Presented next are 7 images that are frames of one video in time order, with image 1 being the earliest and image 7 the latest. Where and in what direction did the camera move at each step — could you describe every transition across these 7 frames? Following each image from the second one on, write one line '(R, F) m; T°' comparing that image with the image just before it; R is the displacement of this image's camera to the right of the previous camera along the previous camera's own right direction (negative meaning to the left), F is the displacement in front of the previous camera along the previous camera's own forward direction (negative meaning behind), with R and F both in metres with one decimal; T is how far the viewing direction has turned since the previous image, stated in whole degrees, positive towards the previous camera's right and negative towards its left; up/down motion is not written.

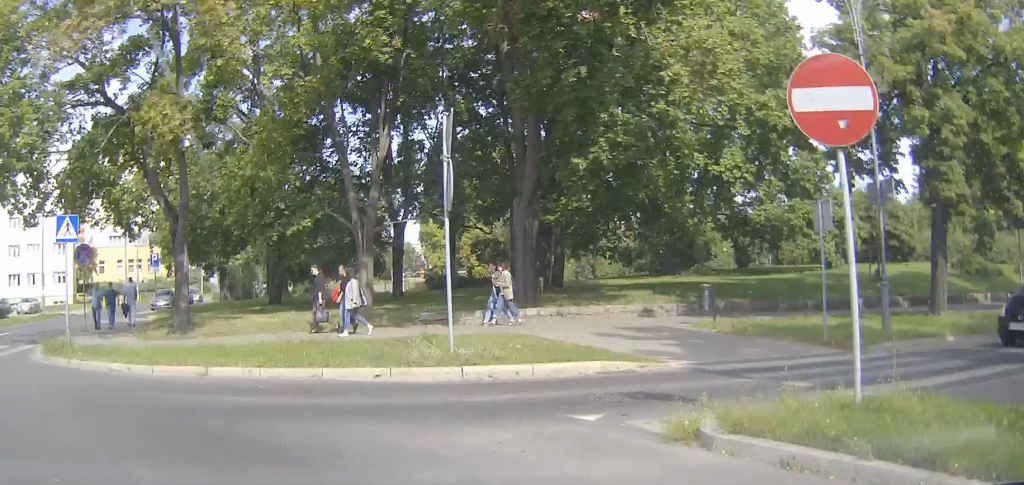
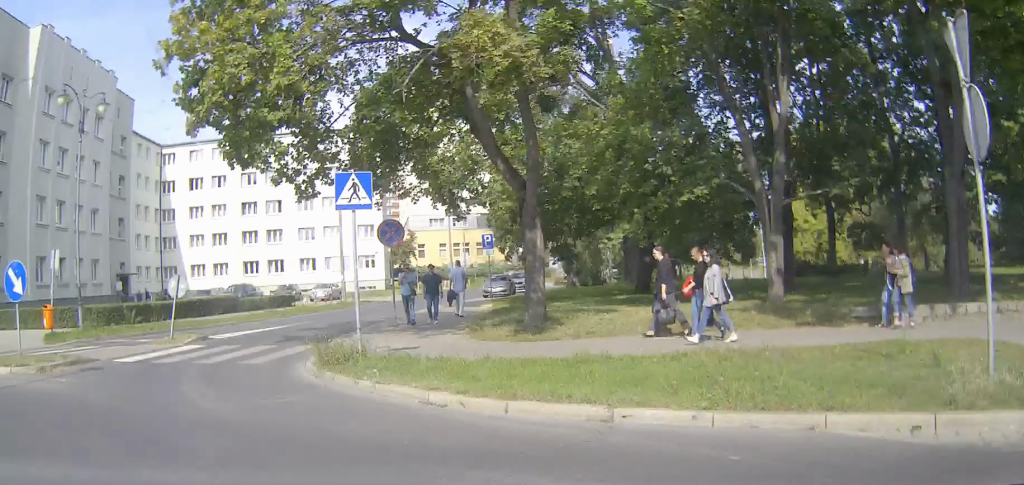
(-0.6, +4.6) m; -20°
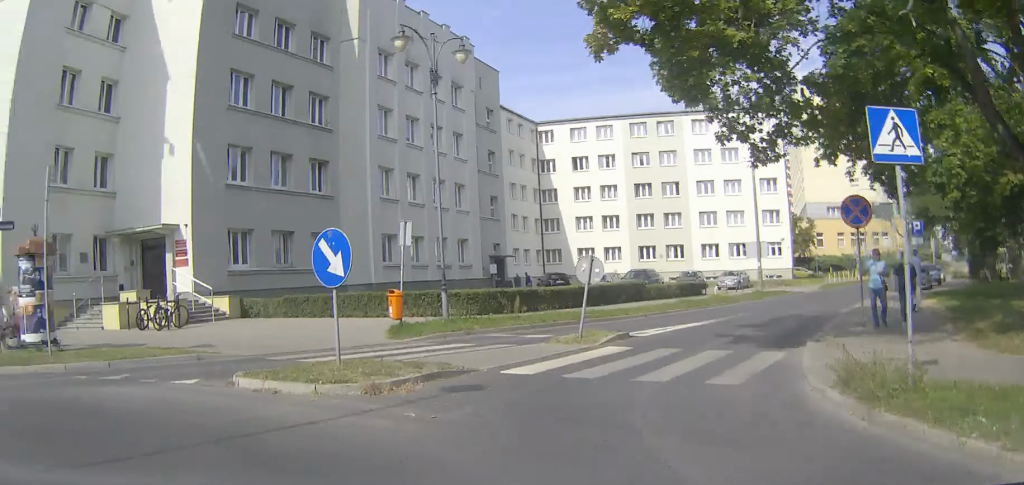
(-0.8, +4.2) m; -24°
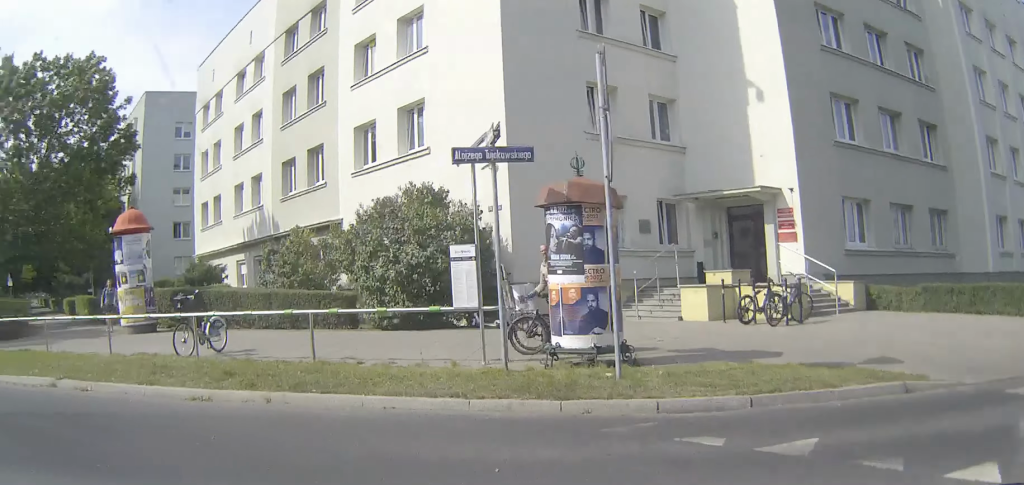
(-2.0, +5.9) m; -36°
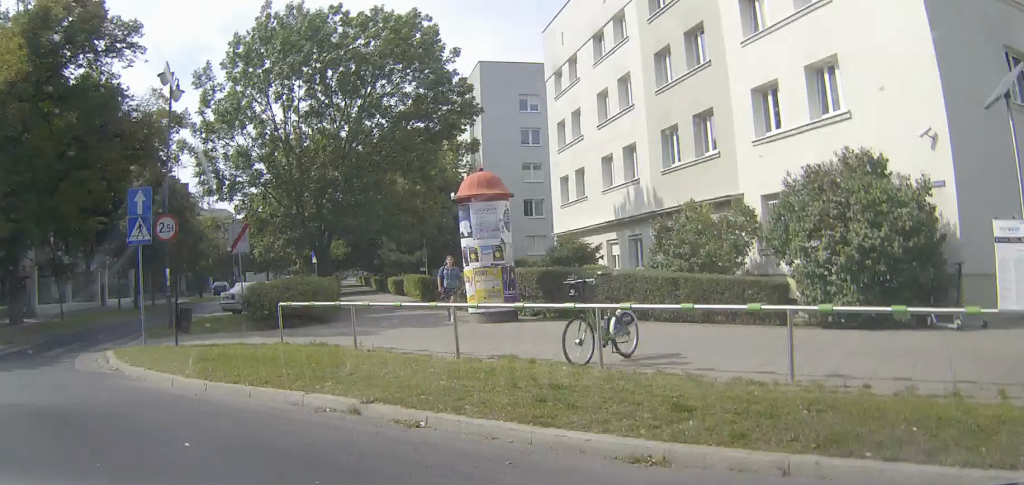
(-0.7, +3.7) m; -22°
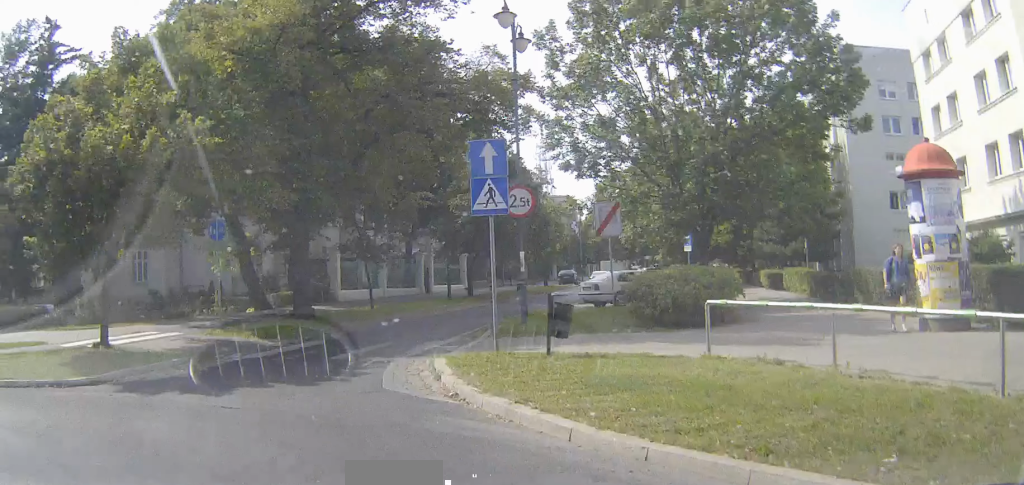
(-0.8, +3.9) m; -19°
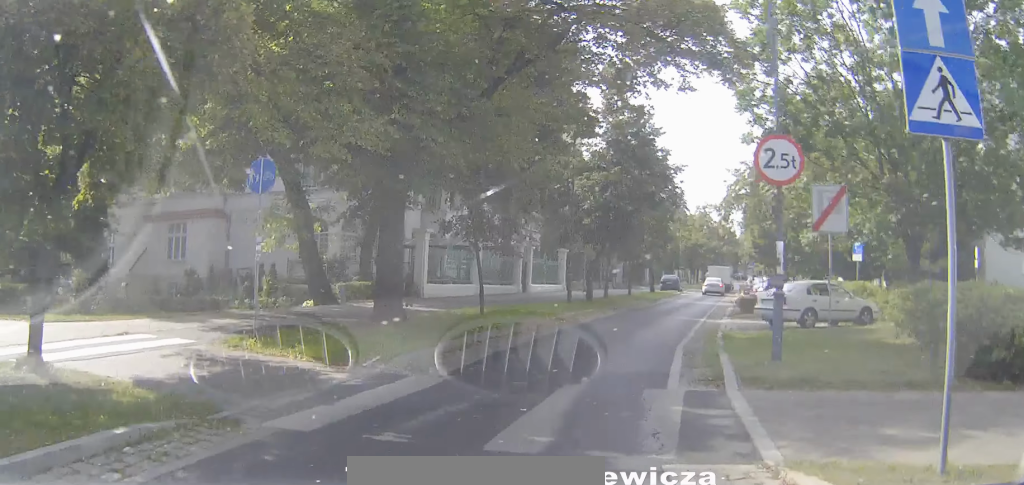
(-1.4, +7.6) m; -11°
